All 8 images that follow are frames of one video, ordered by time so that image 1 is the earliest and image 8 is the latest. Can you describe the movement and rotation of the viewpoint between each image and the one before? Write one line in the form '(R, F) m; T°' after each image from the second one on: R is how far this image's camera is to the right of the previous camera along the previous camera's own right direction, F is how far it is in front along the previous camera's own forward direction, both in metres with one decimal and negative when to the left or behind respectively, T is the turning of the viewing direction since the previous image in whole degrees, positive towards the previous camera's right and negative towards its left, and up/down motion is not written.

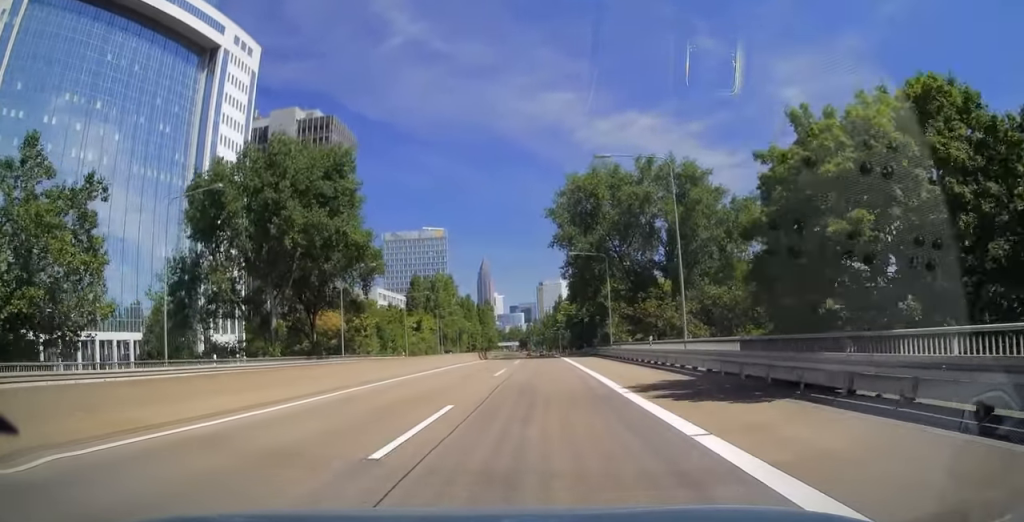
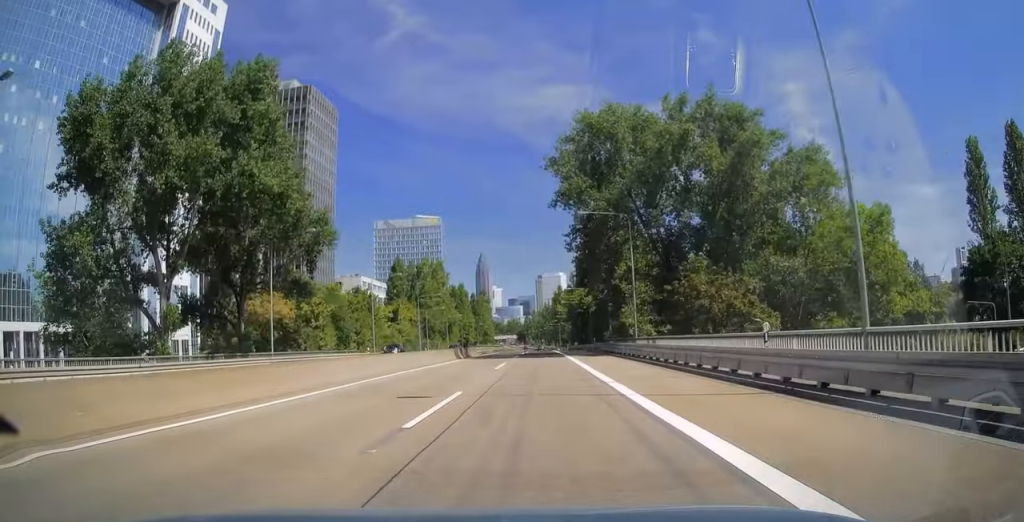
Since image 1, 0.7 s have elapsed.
(0.0, +15.9) m; 0°
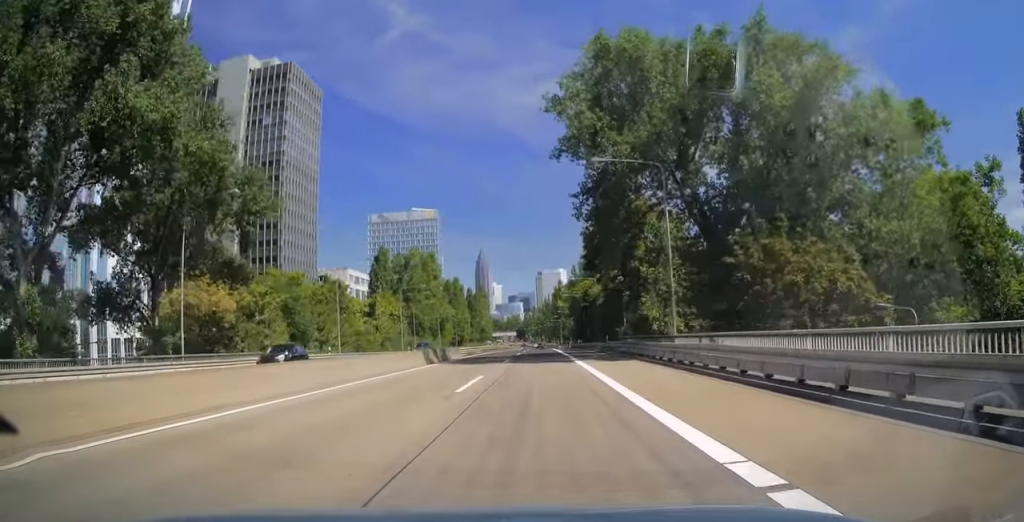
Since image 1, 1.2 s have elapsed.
(0.0, +12.1) m; 0°
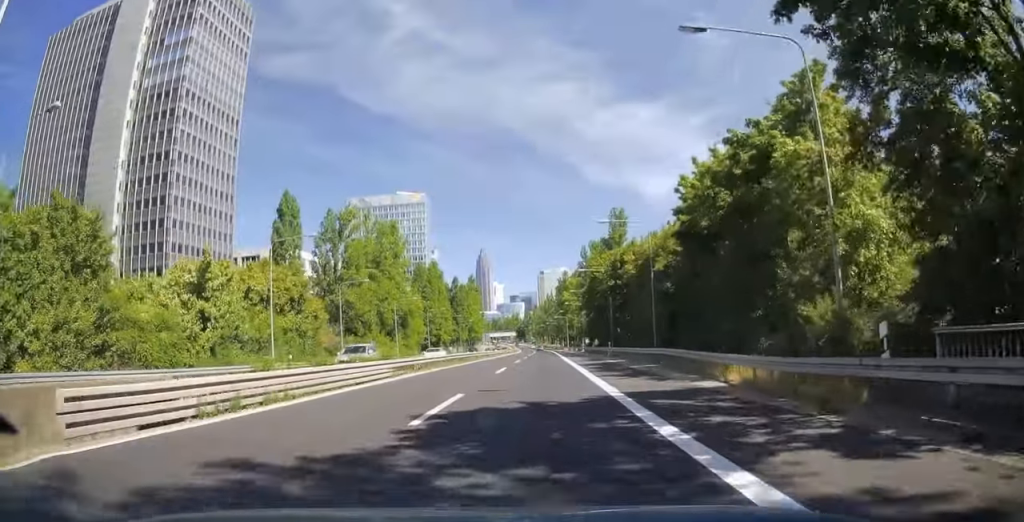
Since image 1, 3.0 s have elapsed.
(0.0, +41.0) m; 0°
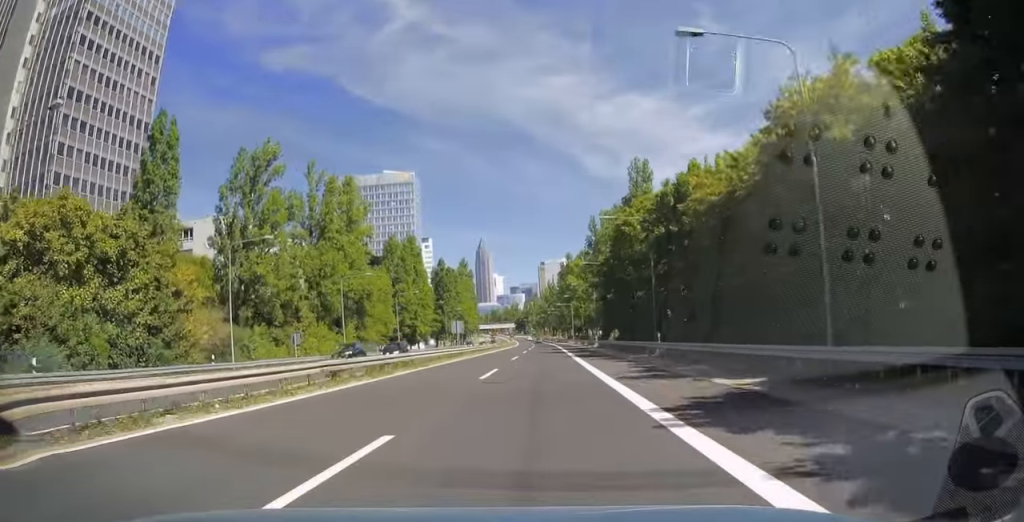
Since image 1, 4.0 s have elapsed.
(0.0, +25.9) m; 0°
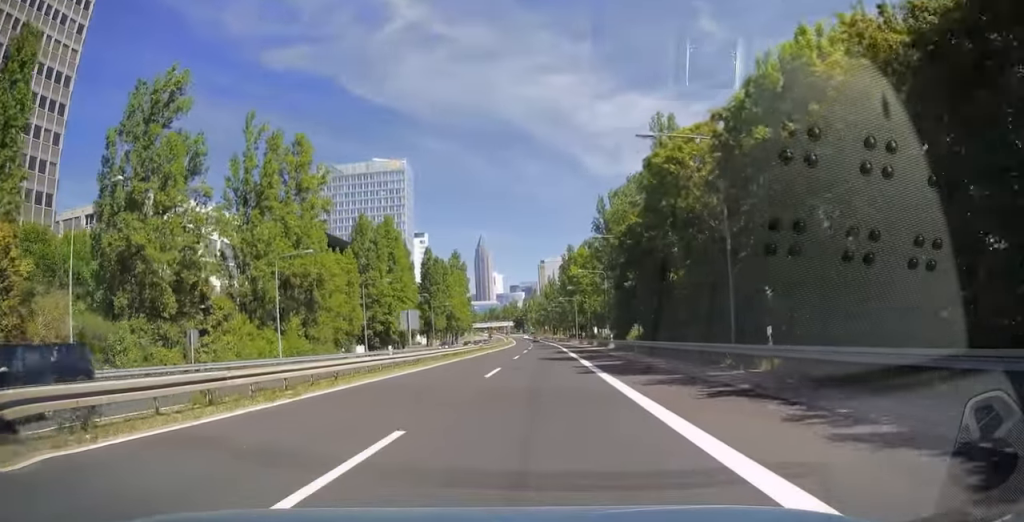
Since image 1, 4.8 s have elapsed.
(0.0, +17.7) m; 0°
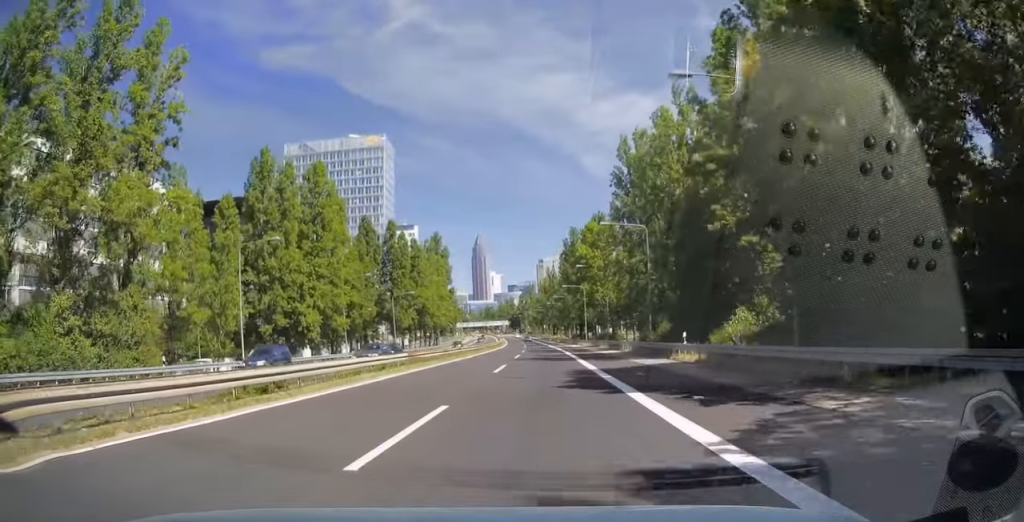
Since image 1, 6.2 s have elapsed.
(-0.1, +32.6) m; 0°
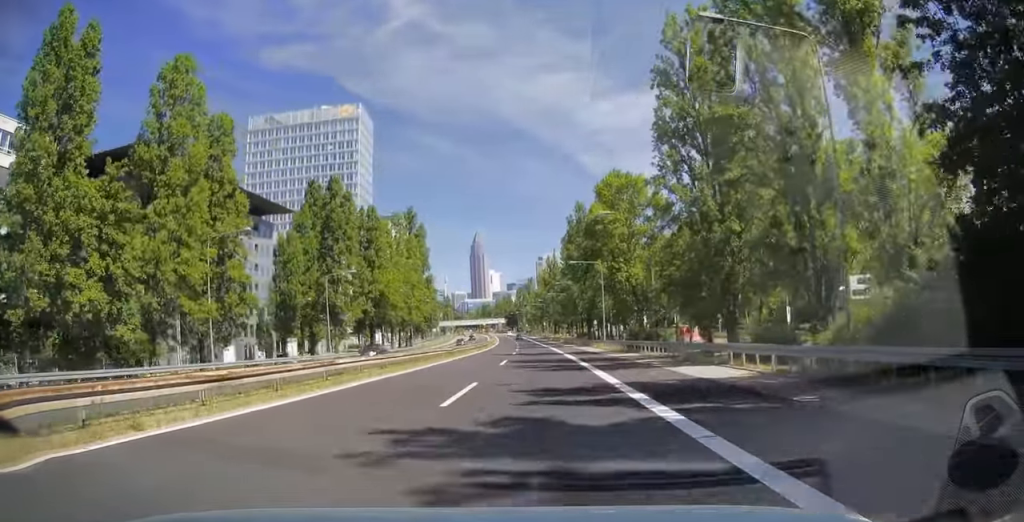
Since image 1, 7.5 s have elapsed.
(0.0, +30.0) m; 0°
